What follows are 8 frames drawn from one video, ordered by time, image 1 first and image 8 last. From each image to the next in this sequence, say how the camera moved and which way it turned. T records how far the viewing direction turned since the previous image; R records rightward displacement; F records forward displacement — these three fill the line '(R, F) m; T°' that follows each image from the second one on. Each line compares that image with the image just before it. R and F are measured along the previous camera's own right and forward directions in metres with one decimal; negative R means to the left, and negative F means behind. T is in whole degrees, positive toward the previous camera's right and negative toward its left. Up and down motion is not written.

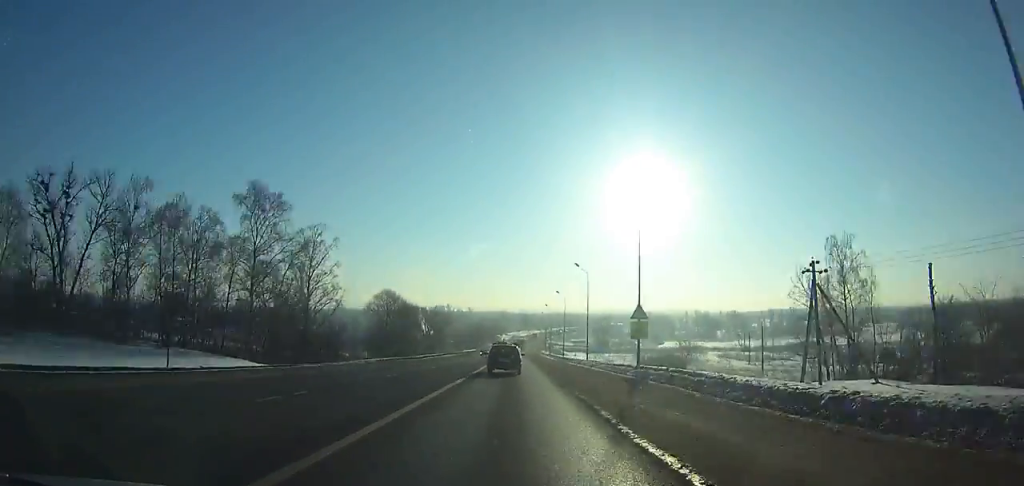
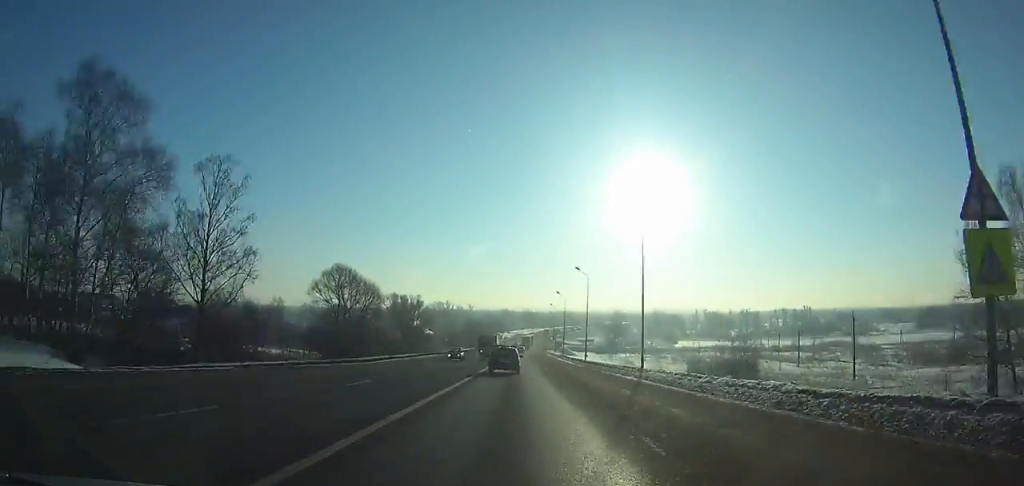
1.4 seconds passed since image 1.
(0.0, +28.9) m; 0°
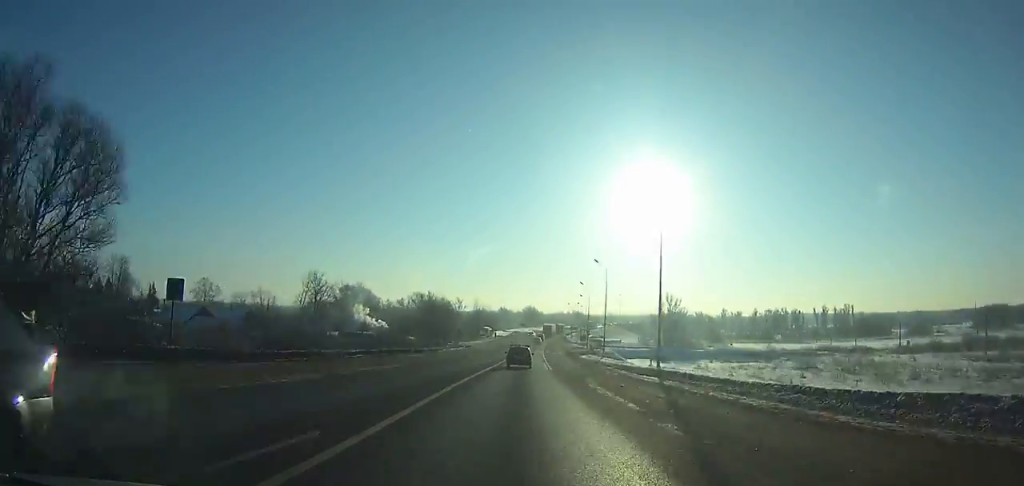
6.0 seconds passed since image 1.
(0.0, +96.6) m; +1°
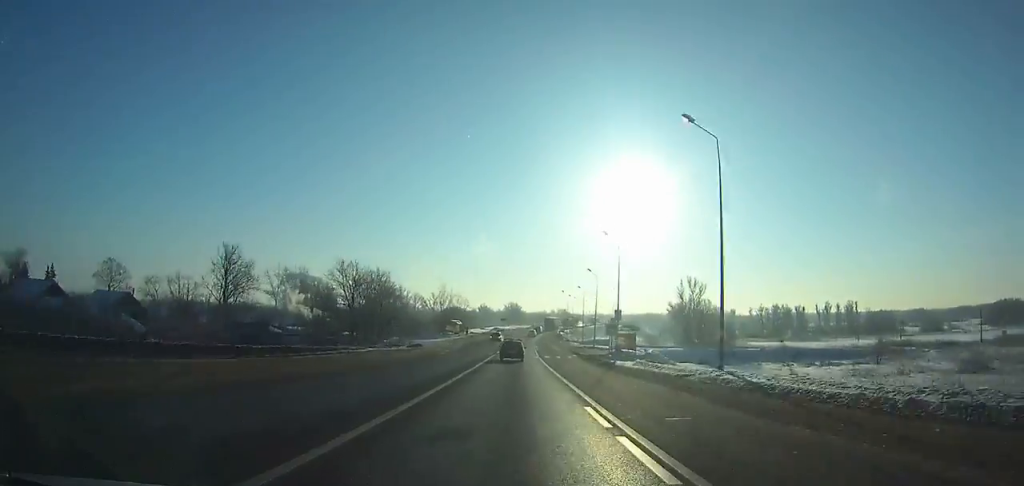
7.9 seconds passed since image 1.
(+0.6, +40.5) m; +1°
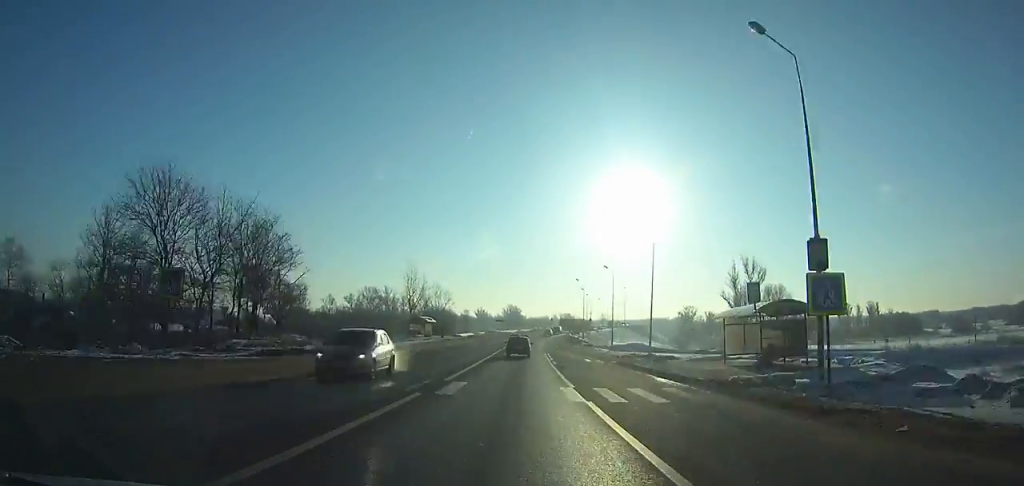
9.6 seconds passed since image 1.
(+0.3, +36.1) m; +1°
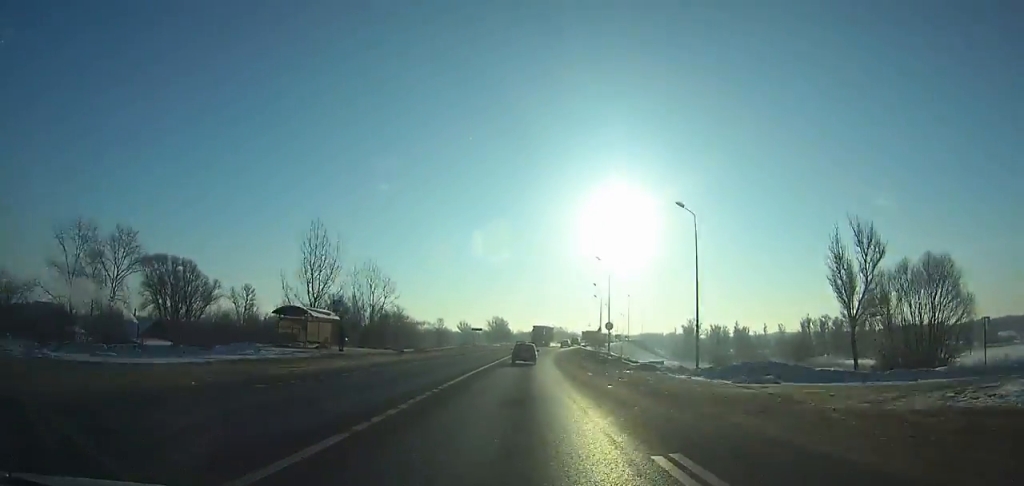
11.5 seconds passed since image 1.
(-0.3, +40.3) m; +2°
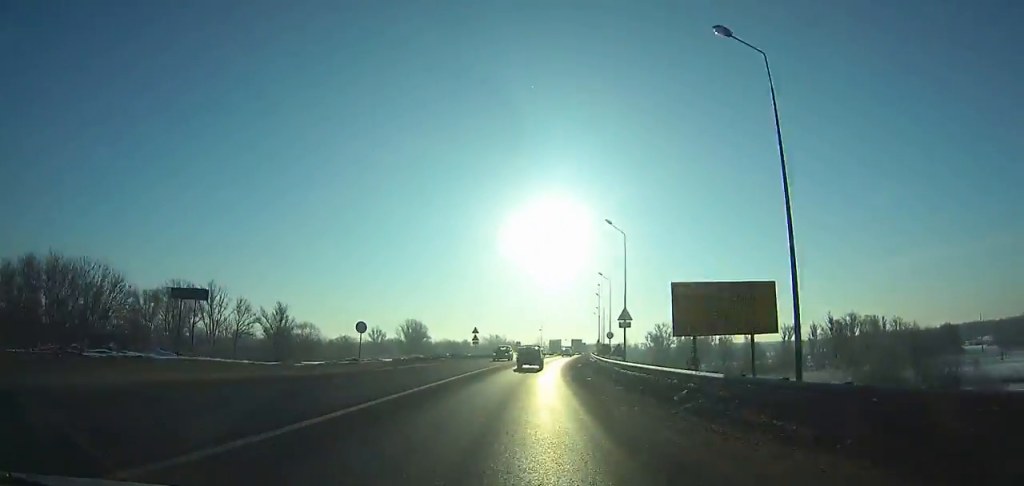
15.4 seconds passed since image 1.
(+5.3, +80.6) m; +7°
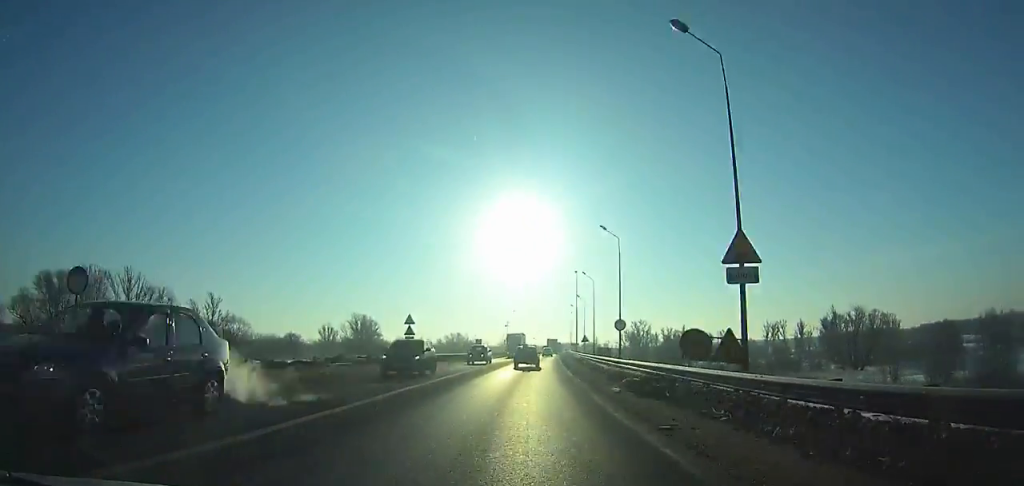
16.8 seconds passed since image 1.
(+1.1, +28.3) m; +2°
